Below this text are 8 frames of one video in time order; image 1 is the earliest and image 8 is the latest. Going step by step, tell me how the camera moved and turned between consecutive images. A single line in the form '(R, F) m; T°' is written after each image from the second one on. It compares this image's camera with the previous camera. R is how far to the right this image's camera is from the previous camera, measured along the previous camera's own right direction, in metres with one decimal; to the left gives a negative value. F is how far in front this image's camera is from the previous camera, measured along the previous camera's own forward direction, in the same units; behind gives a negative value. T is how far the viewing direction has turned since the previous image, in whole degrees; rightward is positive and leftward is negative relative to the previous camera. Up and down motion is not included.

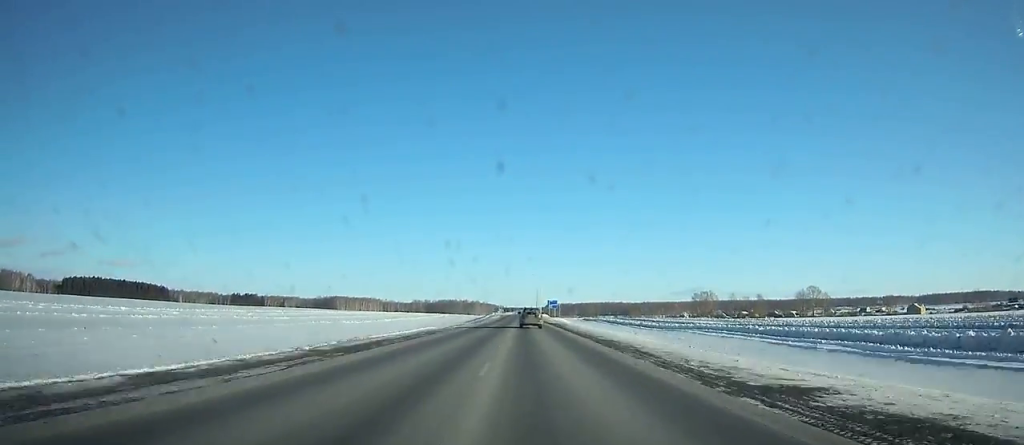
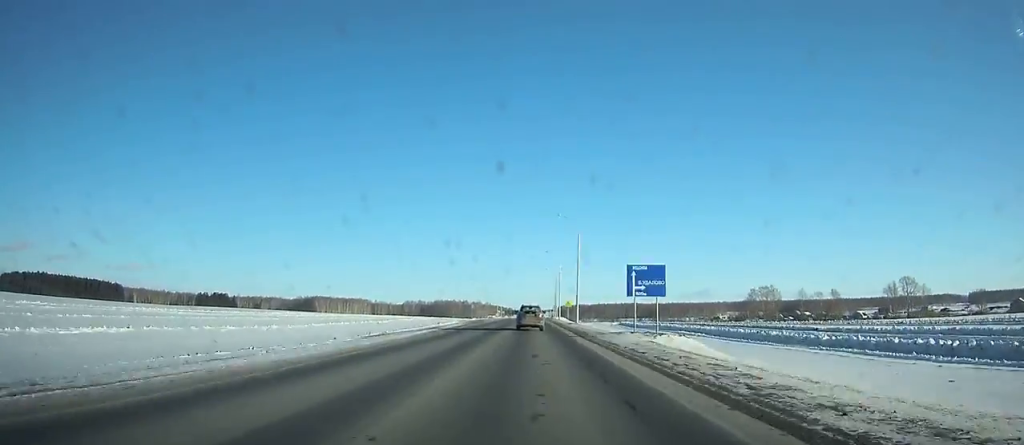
(-0.4, +111.6) m; 0°
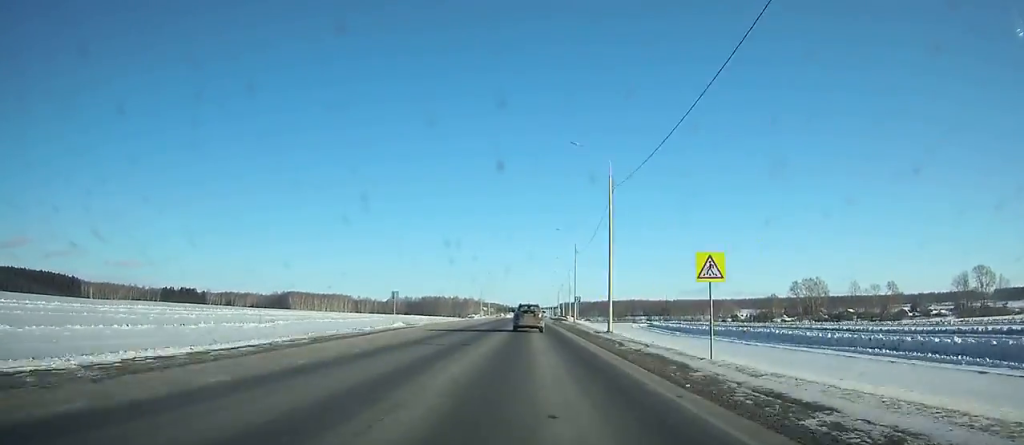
(-0.1, +69.2) m; 0°
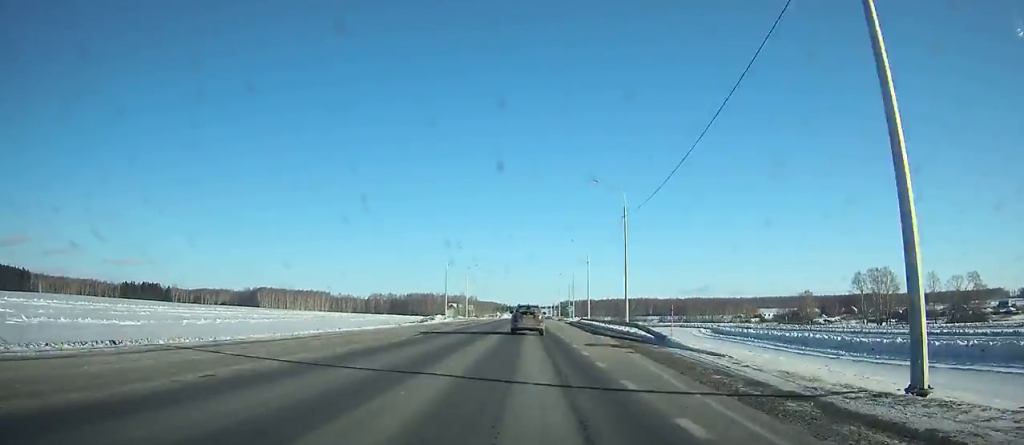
(-0.1, +70.4) m; 0°
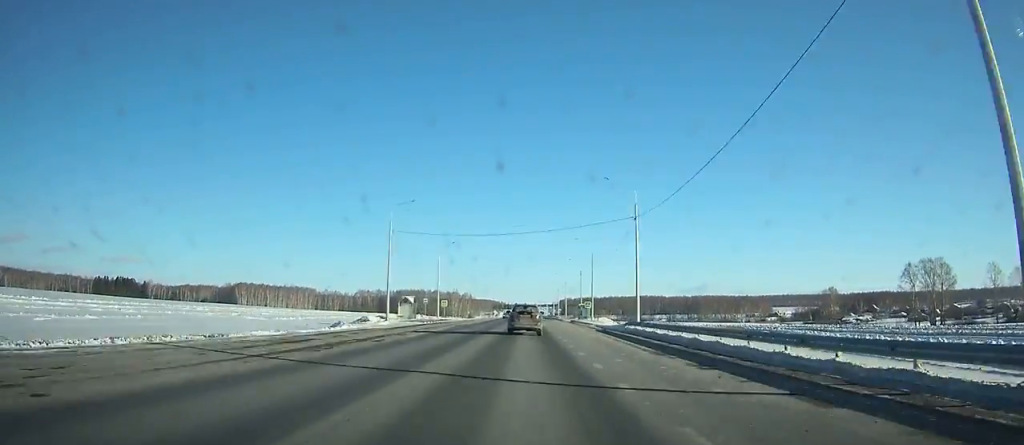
(0.0, +40.0) m; 0°
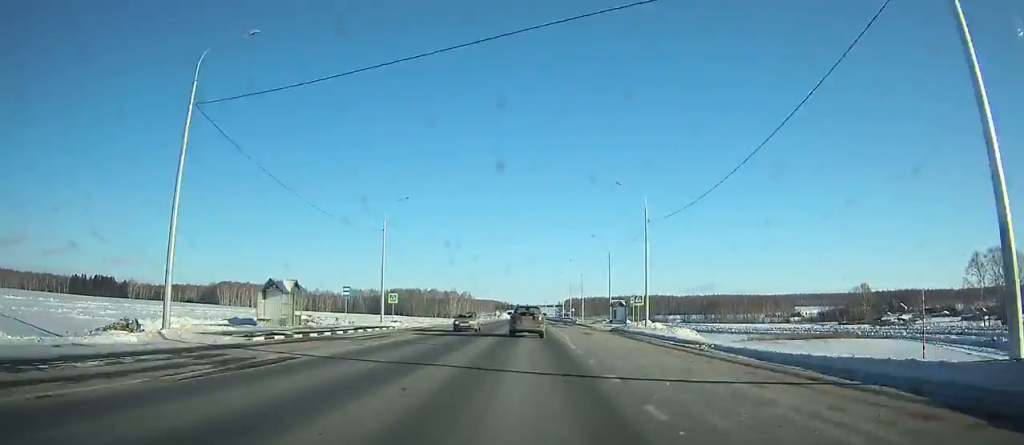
(0.0, +39.6) m; 0°
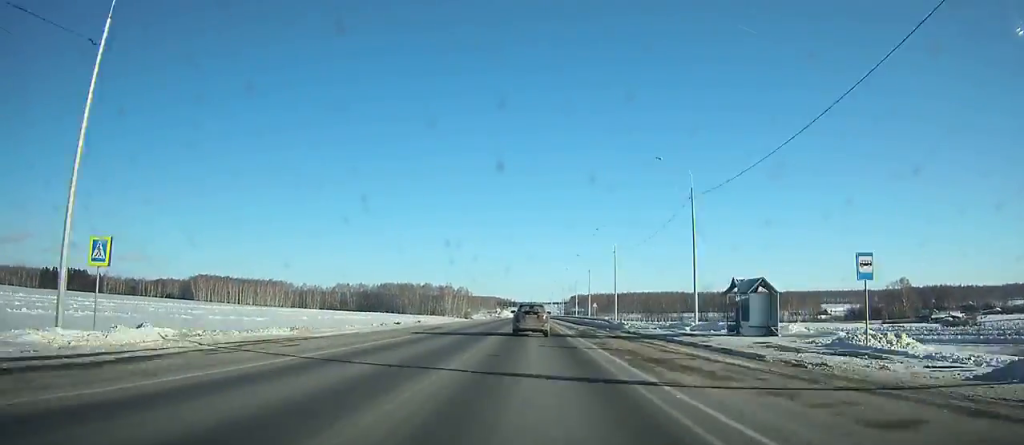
(-0.2, +41.8) m; 0°
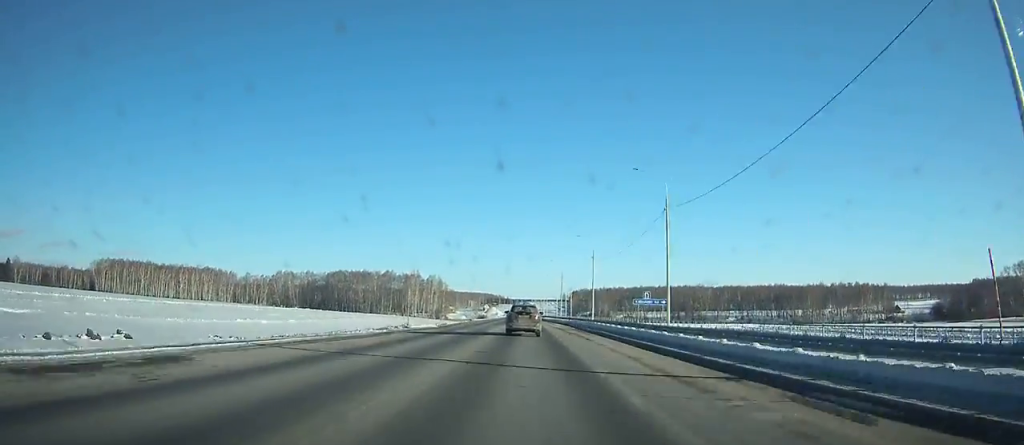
(+0.4, +101.7) m; 0°
